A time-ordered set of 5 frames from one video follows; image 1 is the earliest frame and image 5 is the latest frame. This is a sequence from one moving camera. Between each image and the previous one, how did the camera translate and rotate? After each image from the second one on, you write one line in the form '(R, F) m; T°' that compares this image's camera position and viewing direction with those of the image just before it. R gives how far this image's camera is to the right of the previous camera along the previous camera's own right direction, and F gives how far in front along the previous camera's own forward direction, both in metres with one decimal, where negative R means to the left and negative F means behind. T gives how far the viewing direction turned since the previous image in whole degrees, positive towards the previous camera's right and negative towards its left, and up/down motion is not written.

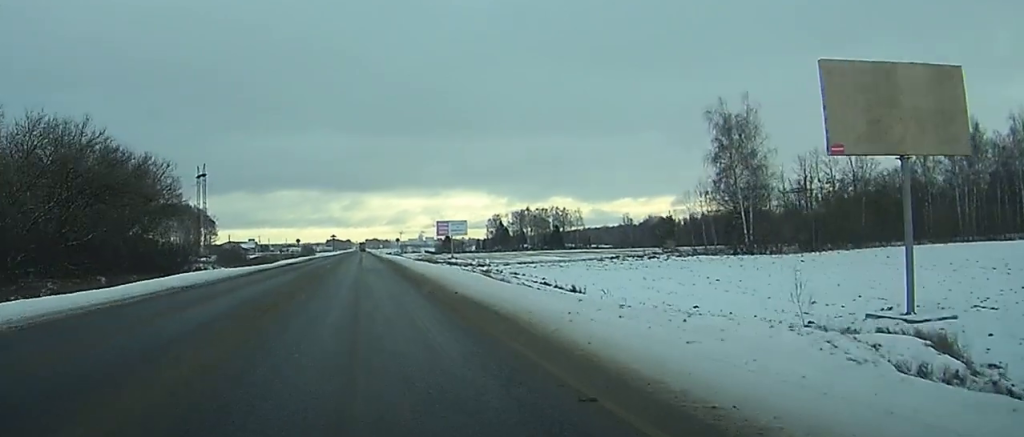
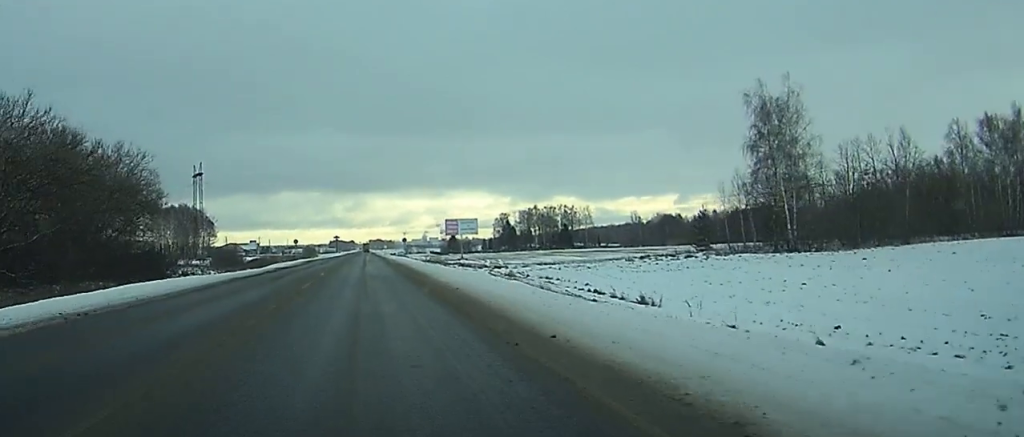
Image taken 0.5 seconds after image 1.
(-0.1, +11.3) m; 0°
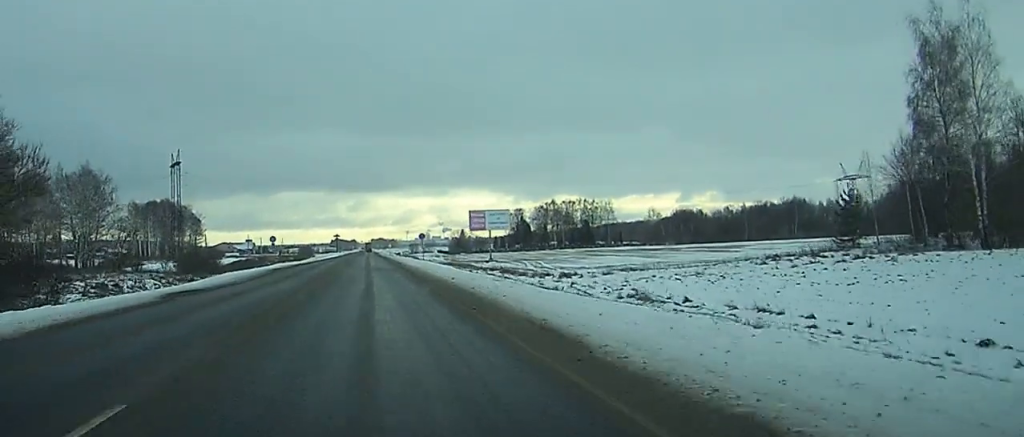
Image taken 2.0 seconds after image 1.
(+0.1, +34.4) m; 0°
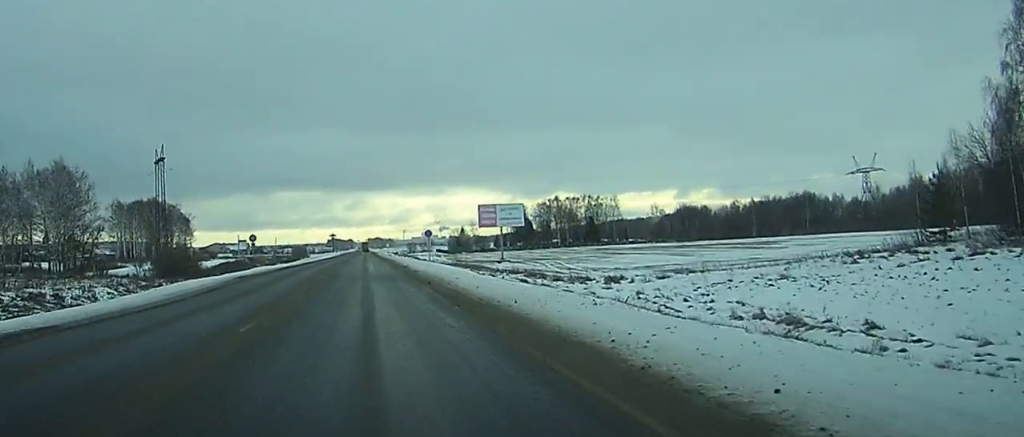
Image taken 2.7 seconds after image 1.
(0.0, +14.2) m; 0°
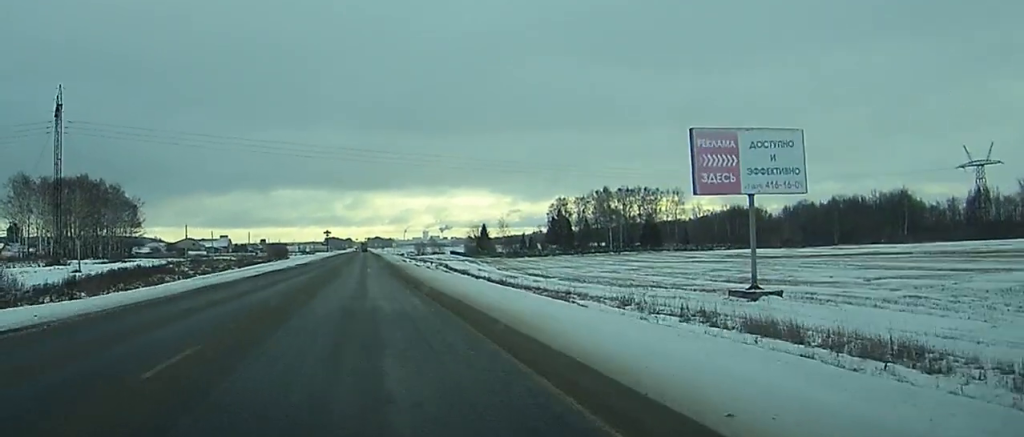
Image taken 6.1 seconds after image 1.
(+0.3, +76.6) m; +1°
